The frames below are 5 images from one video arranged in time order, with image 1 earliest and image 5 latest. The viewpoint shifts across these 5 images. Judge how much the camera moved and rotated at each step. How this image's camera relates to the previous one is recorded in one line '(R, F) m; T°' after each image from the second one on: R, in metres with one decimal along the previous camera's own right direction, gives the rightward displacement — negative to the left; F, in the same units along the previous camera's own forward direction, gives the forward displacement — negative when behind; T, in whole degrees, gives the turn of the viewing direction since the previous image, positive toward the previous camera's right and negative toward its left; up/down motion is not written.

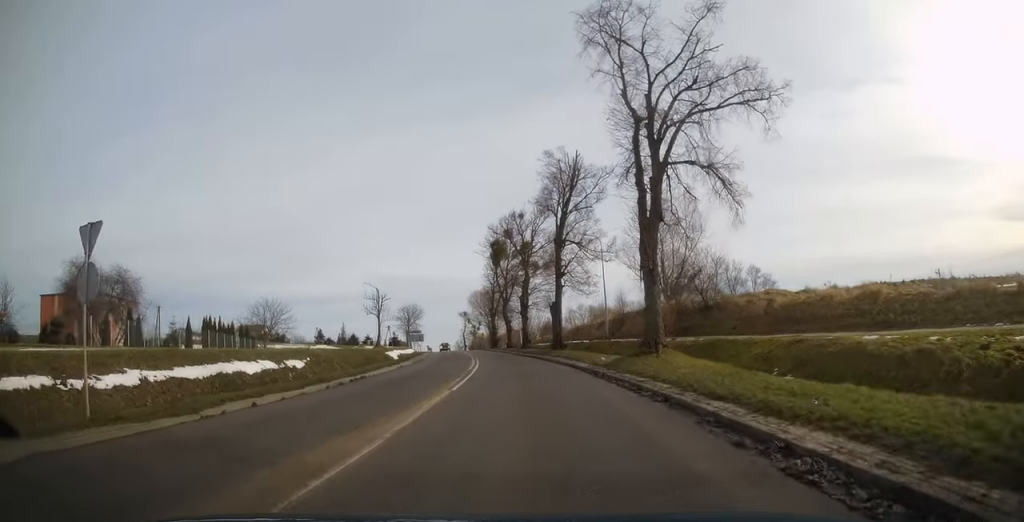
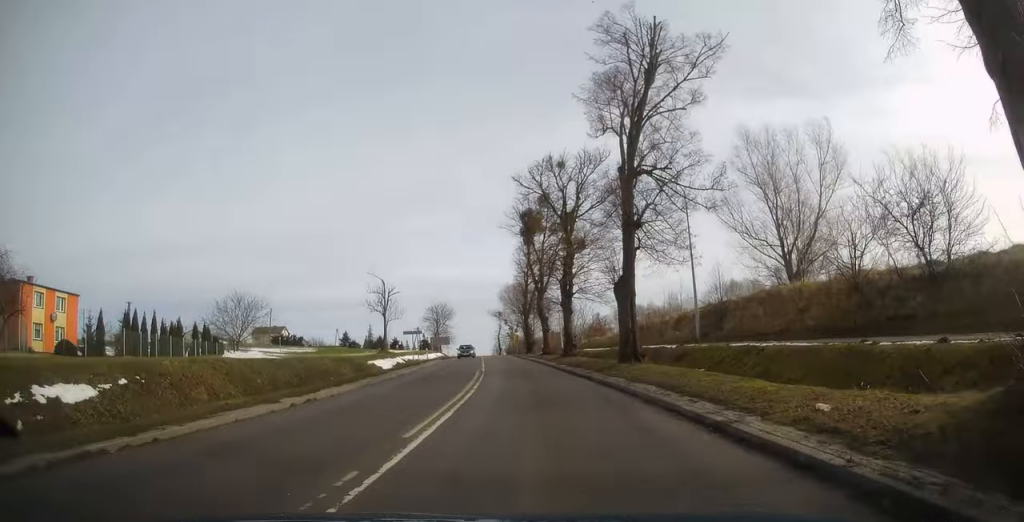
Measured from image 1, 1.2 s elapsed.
(-0.3, +16.2) m; -3°
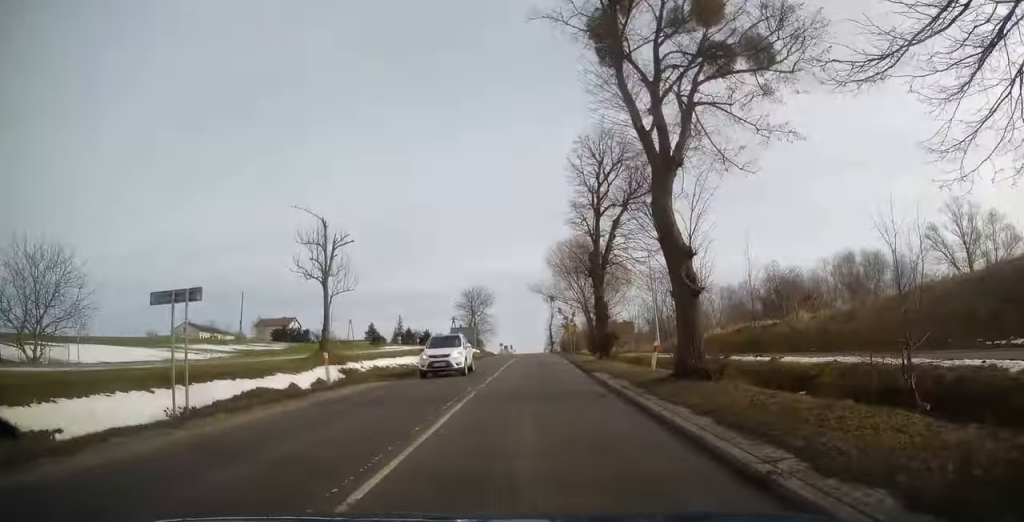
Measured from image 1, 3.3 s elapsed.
(-1.4, +32.2) m; -6°
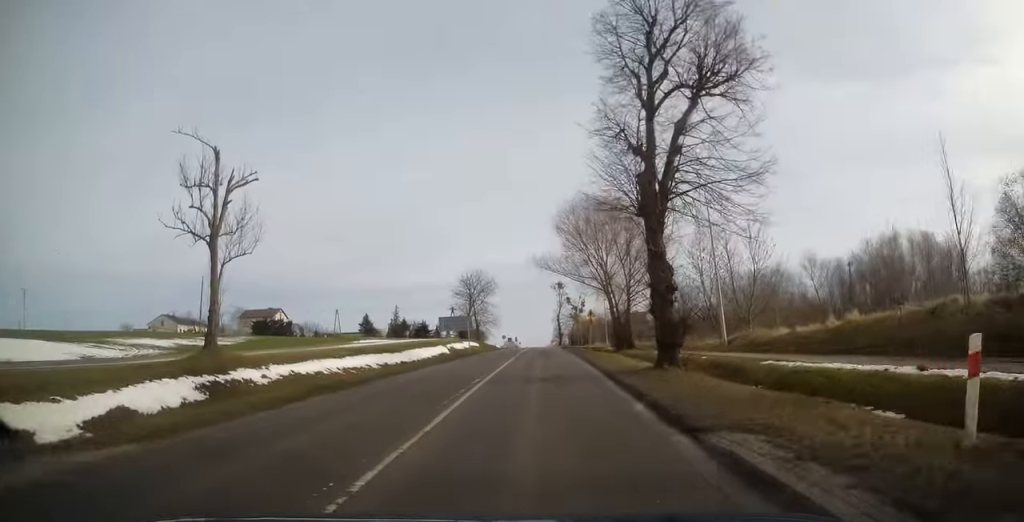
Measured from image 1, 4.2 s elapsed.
(-0.5, +14.1) m; -2°
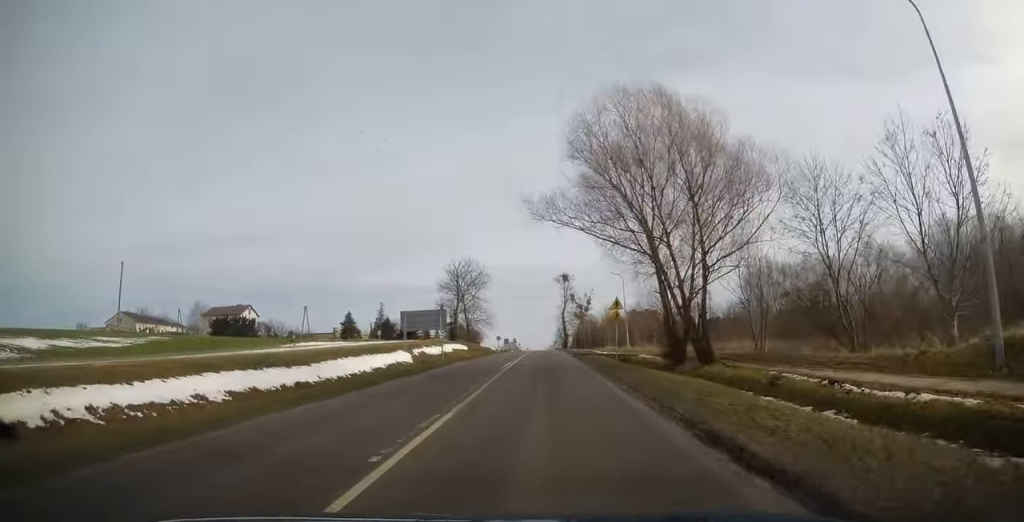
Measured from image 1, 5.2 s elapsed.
(0.0, +18.6) m; 0°
